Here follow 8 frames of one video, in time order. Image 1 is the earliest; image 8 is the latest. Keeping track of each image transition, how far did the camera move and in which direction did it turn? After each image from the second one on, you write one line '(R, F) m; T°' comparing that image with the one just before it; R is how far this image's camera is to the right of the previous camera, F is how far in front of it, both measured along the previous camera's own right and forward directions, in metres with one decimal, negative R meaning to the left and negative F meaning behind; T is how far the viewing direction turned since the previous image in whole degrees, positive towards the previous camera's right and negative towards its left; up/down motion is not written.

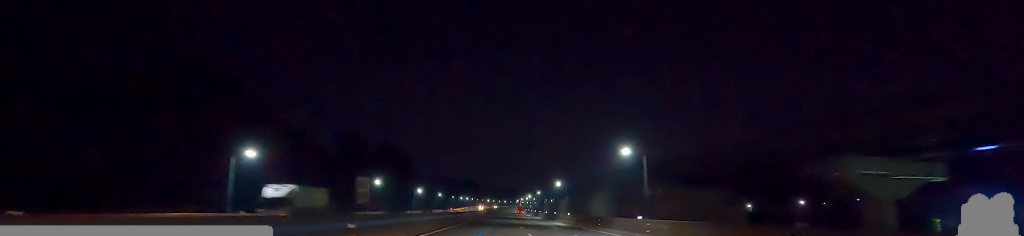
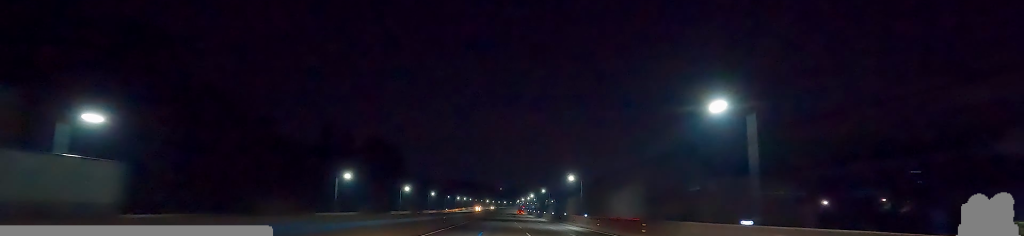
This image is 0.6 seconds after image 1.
(0.0, +17.0) m; 0°
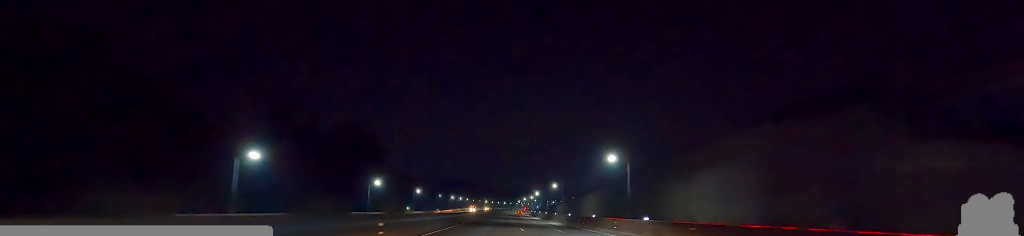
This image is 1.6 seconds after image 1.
(0.0, +26.6) m; 0°
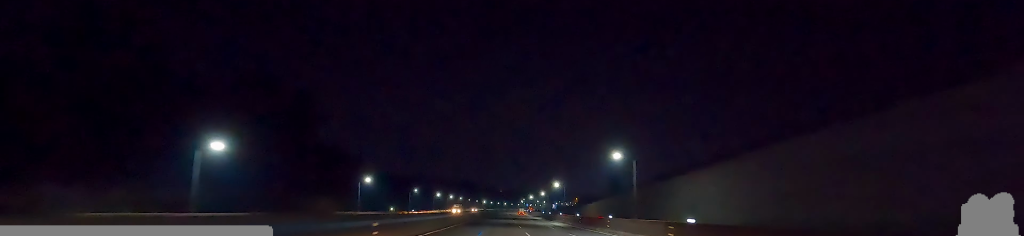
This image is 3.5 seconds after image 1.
(+0.4, +48.5) m; +3°
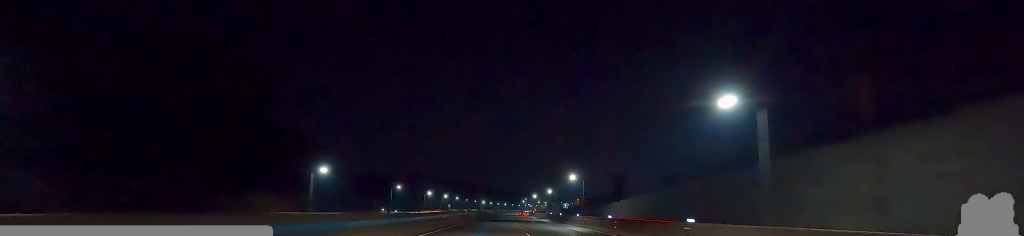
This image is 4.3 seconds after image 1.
(+1.0, +20.7) m; 0°
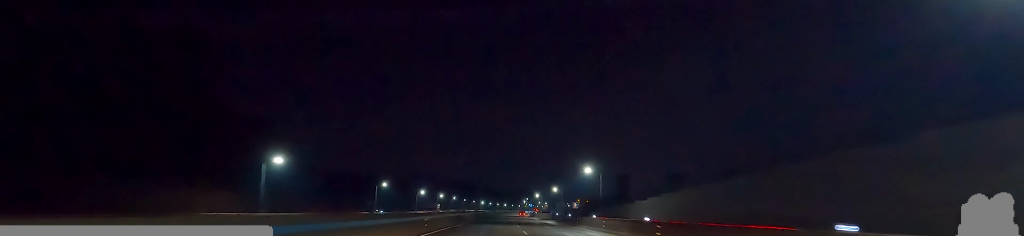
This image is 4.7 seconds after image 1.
(-0.3, +12.3) m; -1°
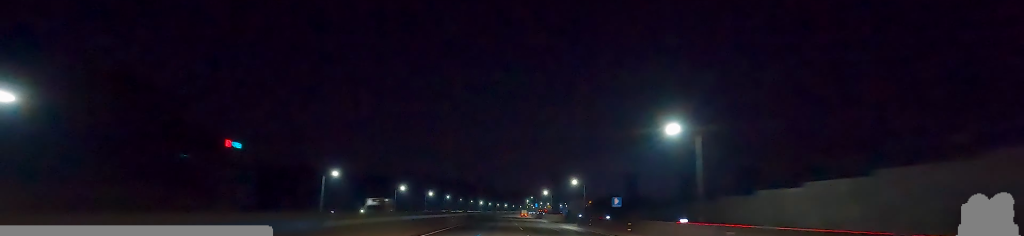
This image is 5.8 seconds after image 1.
(-0.9, +26.4) m; -2°
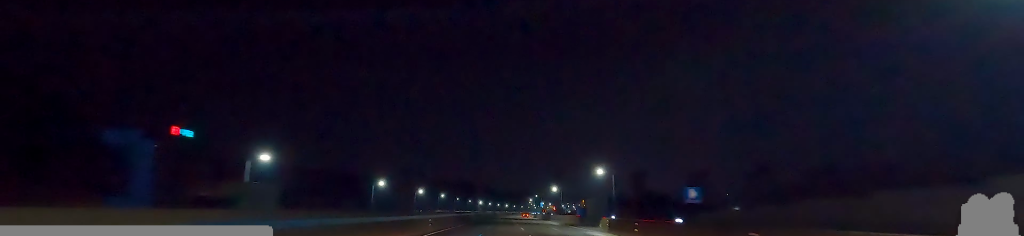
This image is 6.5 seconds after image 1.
(-0.3, +18.3) m; 0°
